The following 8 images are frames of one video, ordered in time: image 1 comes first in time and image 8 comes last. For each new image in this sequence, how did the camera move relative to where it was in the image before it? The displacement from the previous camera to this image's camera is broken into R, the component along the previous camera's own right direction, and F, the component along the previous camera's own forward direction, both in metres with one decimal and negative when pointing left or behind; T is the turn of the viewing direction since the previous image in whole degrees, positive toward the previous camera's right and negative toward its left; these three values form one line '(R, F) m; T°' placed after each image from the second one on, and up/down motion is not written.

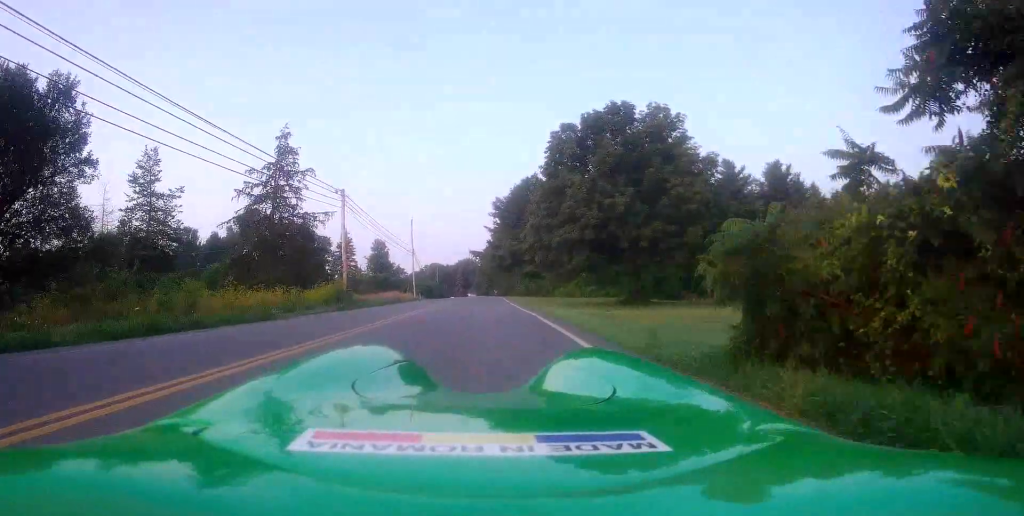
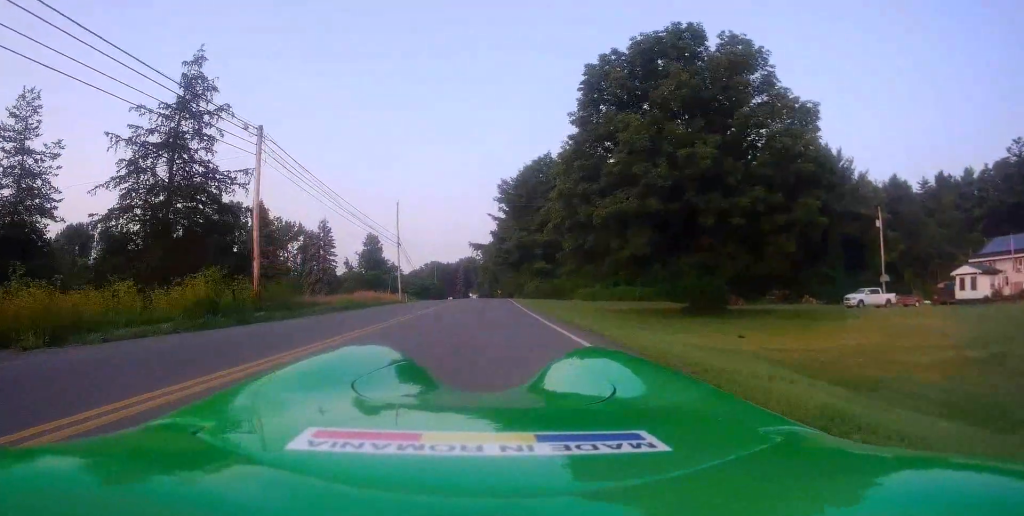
(-0.2, +15.0) m; +2°
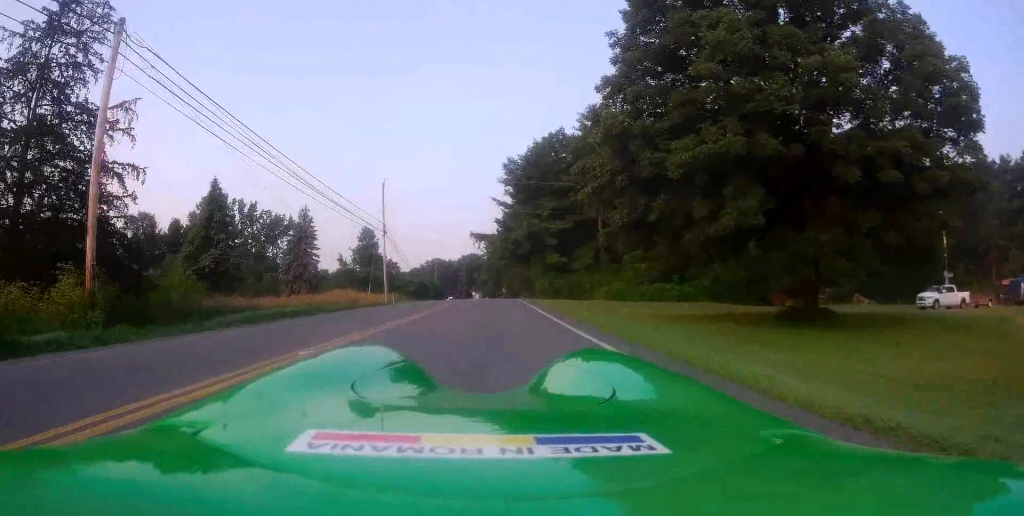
(+0.1, +10.4) m; -1°
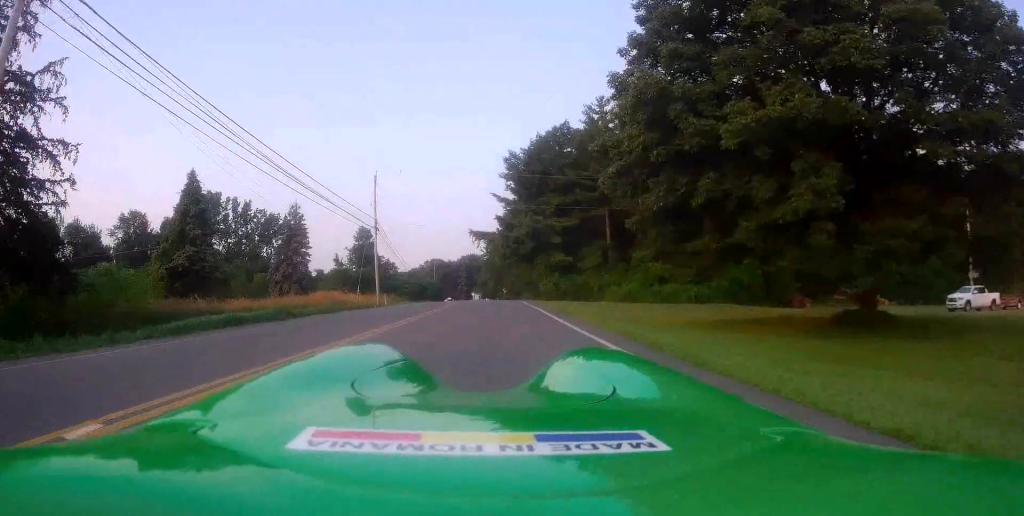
(-0.1, +3.7) m; -3°
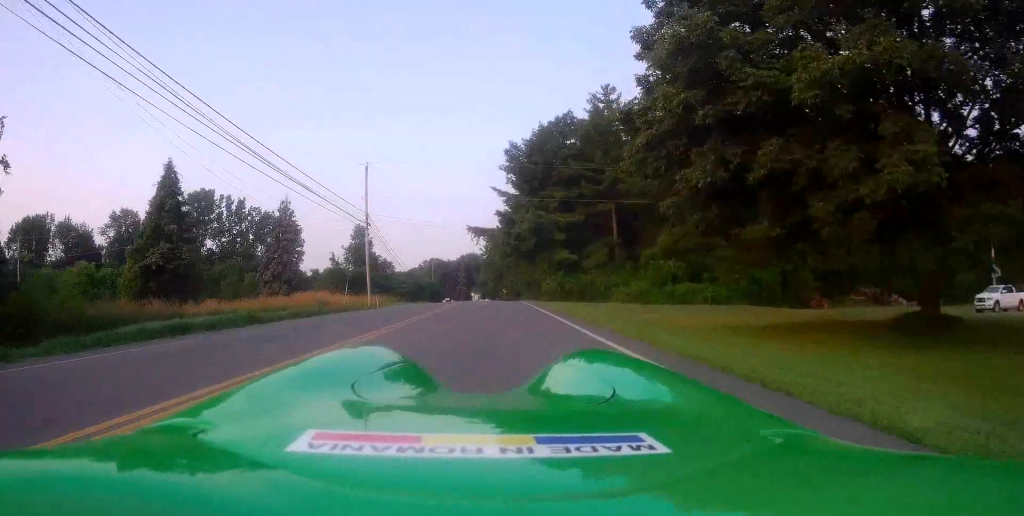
(0.0, +3.1) m; -2°
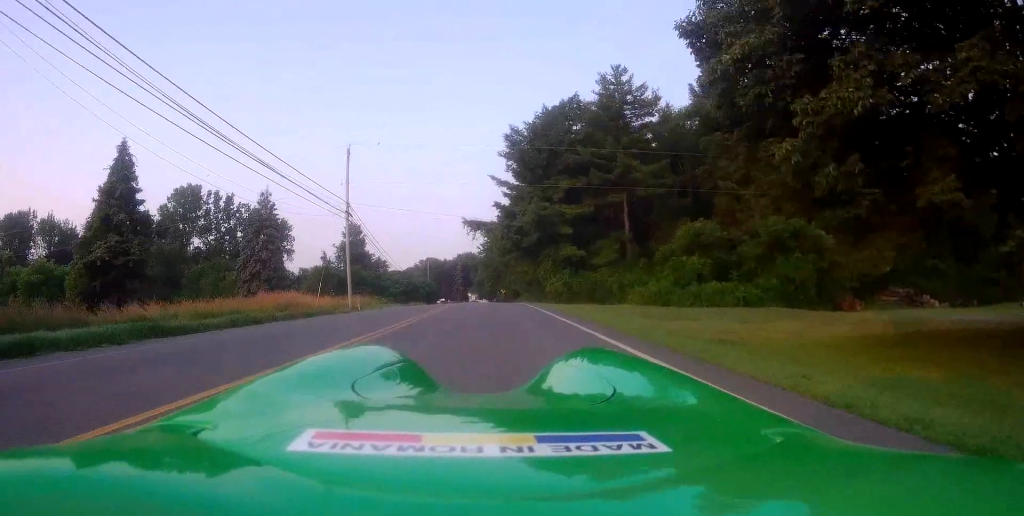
(-0.3, +5.5) m; -1°
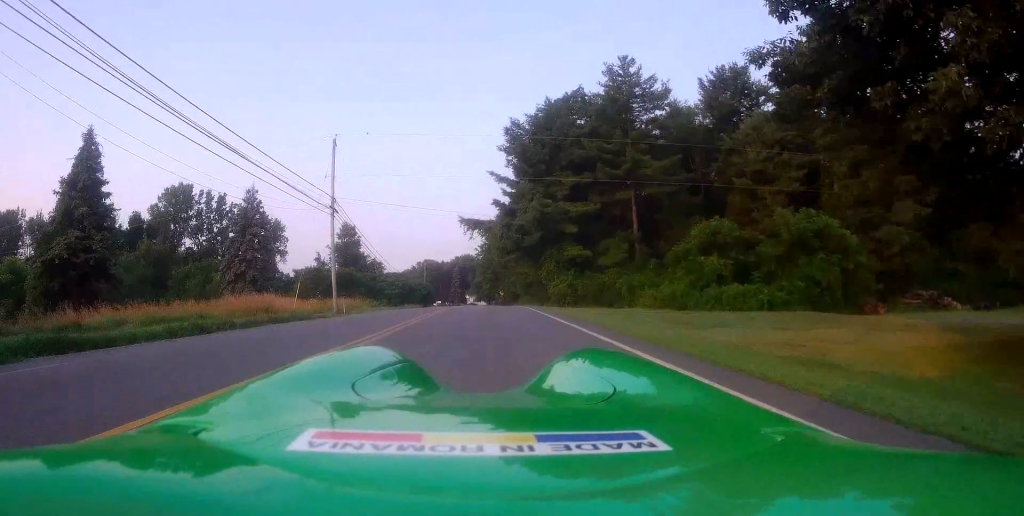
(0.0, +3.3) m; +2°
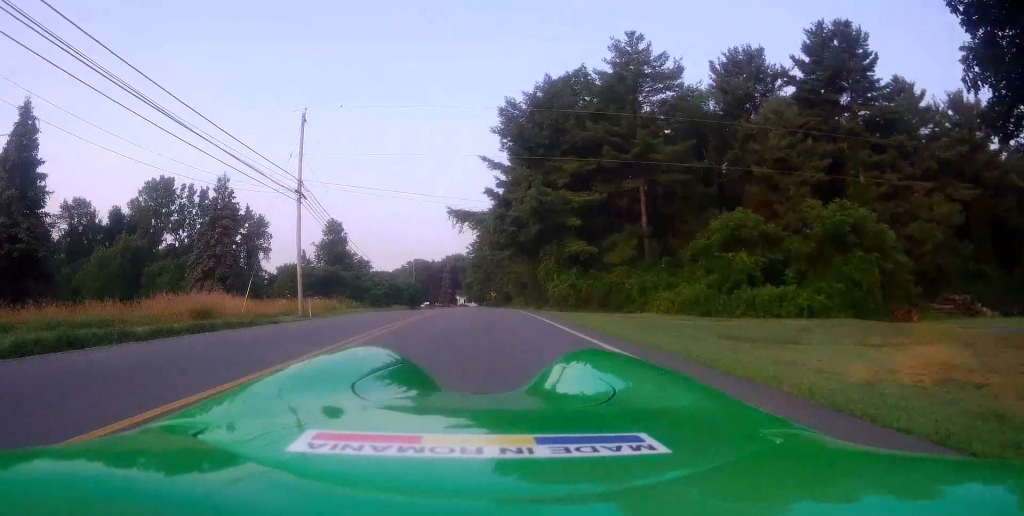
(0.0, +5.0) m; +4°
